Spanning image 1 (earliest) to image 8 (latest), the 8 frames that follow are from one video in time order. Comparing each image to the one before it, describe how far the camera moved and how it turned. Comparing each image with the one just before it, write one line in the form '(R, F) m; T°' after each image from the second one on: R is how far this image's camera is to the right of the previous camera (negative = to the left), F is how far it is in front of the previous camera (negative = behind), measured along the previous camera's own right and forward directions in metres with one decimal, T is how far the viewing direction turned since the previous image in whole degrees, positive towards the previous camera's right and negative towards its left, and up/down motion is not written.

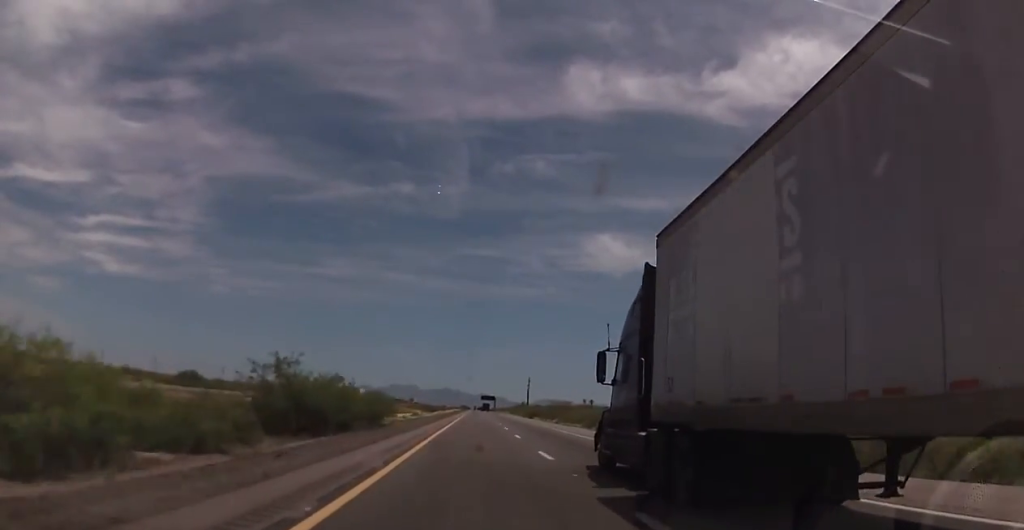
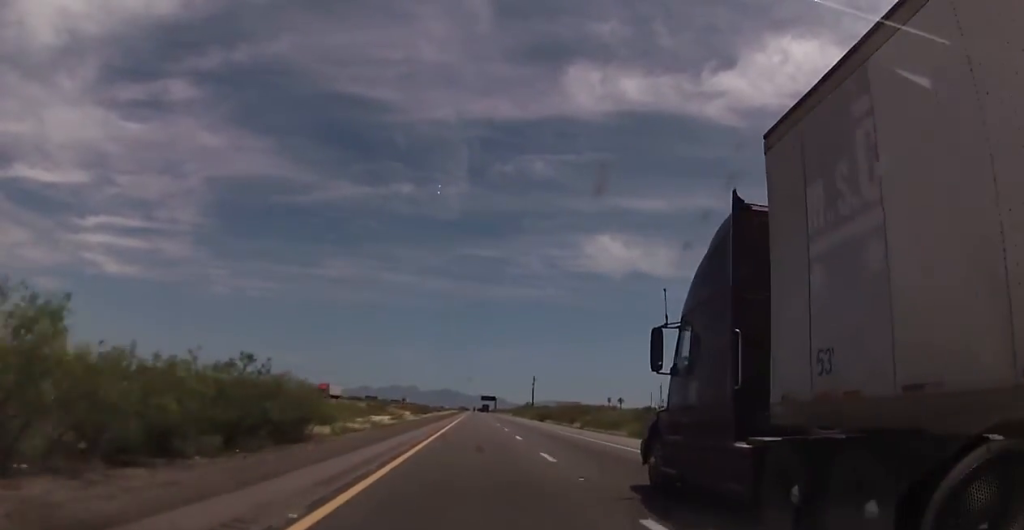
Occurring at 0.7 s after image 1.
(-0.1, +25.1) m; 0°
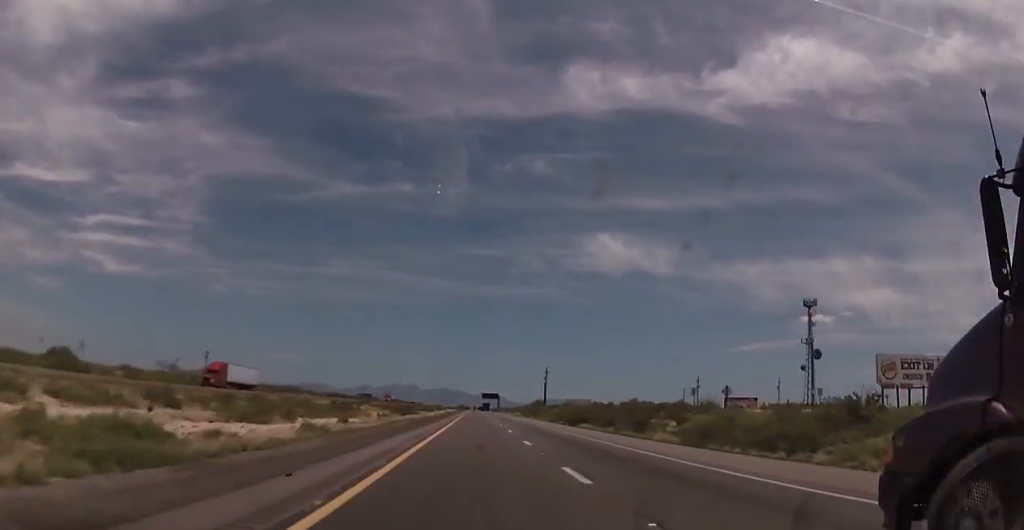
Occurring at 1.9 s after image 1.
(-0.2, +41.7) m; 0°
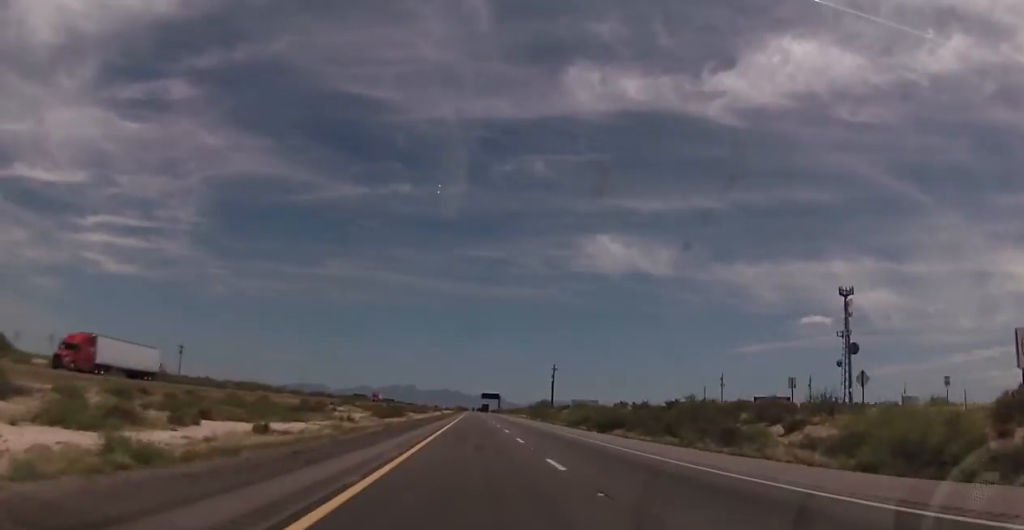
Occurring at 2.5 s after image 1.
(+0.2, +21.4) m; 0°
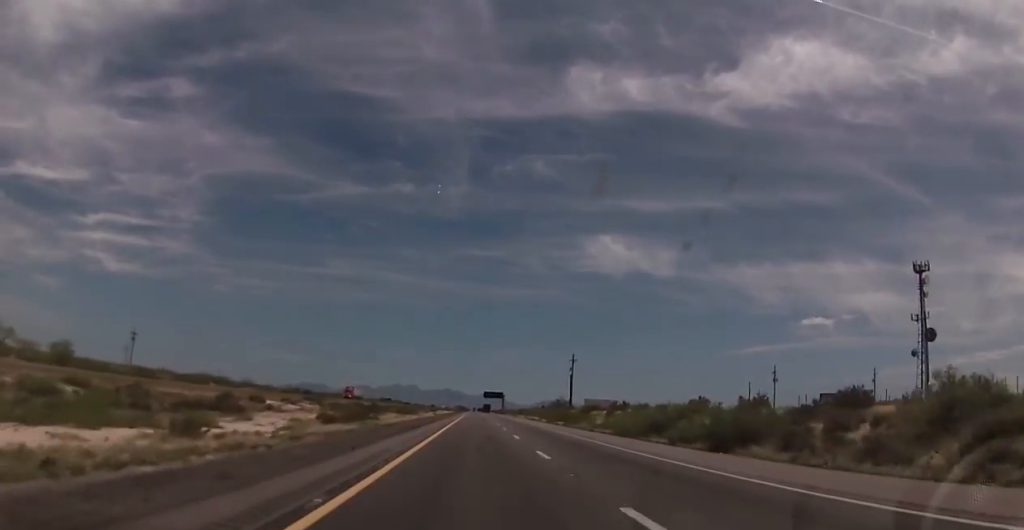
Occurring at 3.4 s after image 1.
(+0.1, +33.5) m; -1°
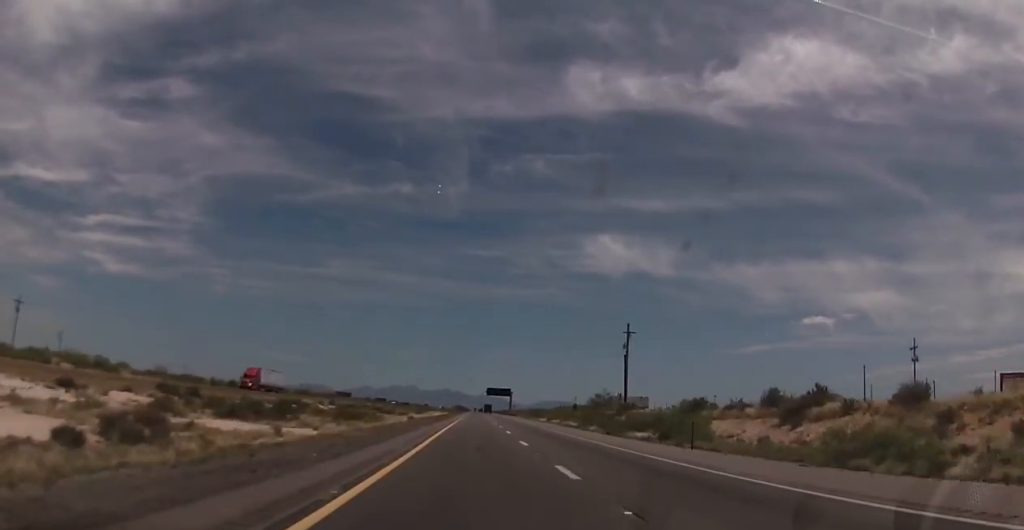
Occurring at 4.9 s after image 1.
(-0.3, +54.3) m; 0°
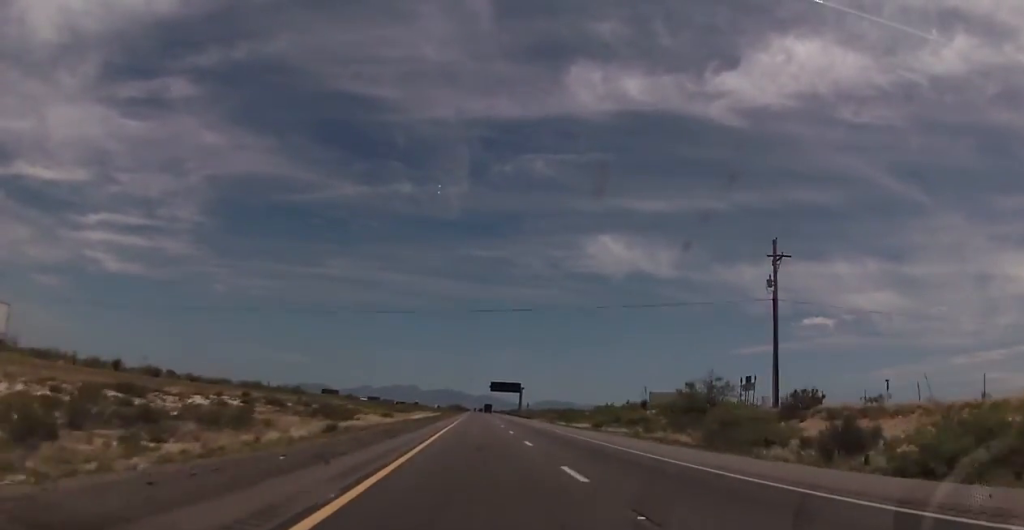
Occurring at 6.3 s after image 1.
(+0.4, +49.3) m; 0°
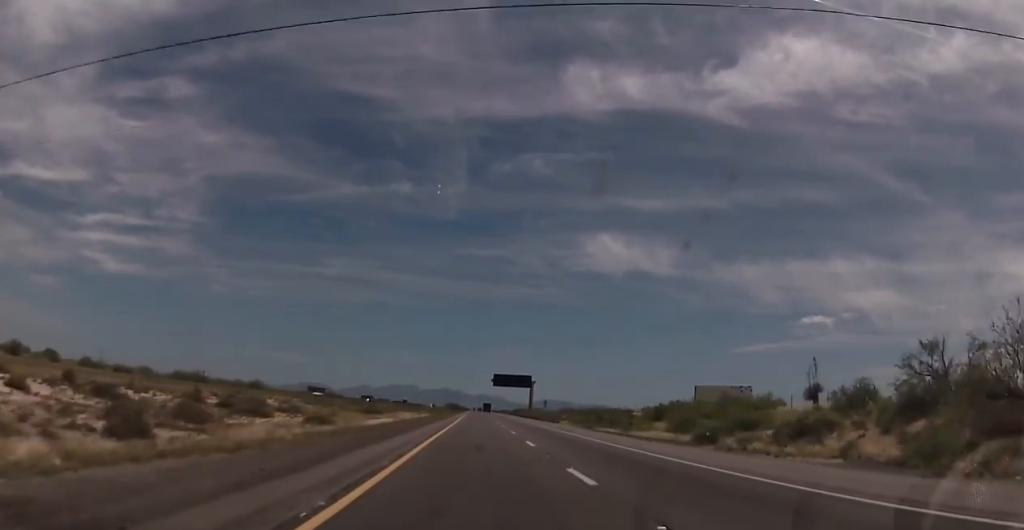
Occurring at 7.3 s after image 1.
(-0.4, +37.6) m; 0°
